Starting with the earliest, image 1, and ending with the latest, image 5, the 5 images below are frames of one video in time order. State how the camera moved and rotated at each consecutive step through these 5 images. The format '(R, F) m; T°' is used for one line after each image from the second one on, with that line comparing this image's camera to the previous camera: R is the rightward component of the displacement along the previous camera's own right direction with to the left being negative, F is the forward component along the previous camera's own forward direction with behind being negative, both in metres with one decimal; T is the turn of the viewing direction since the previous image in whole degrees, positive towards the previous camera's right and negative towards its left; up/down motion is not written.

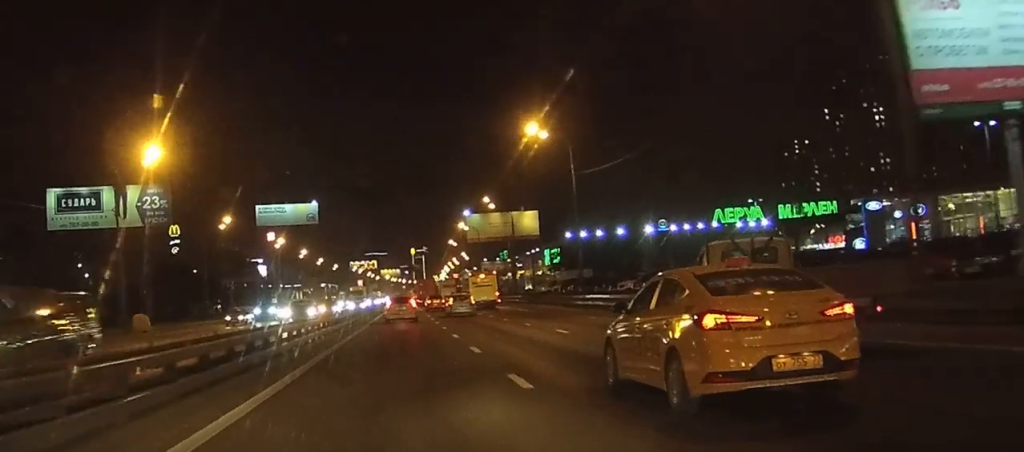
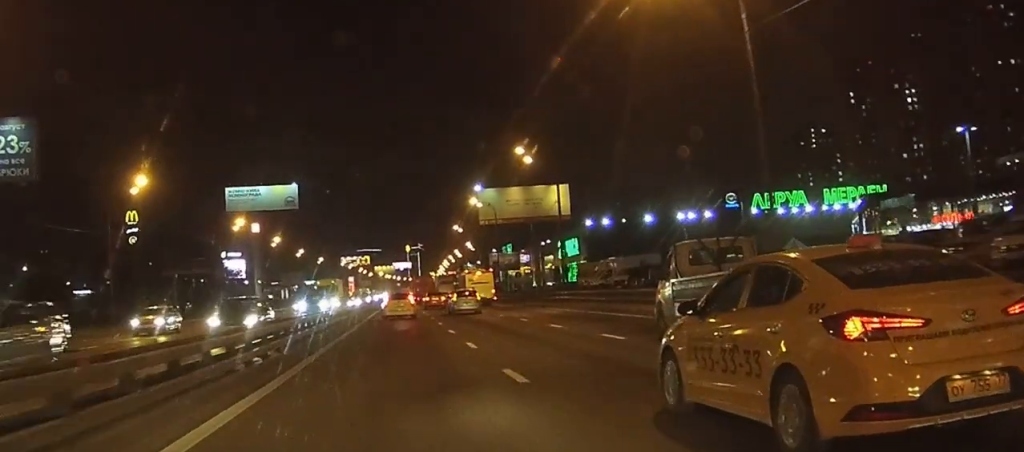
(0.0, +31.6) m; 0°
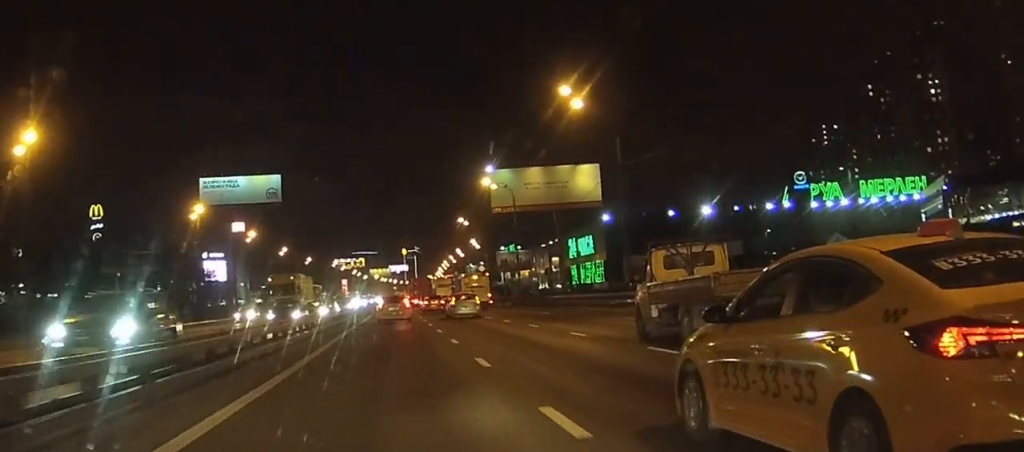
(0.0, +20.5) m; 0°
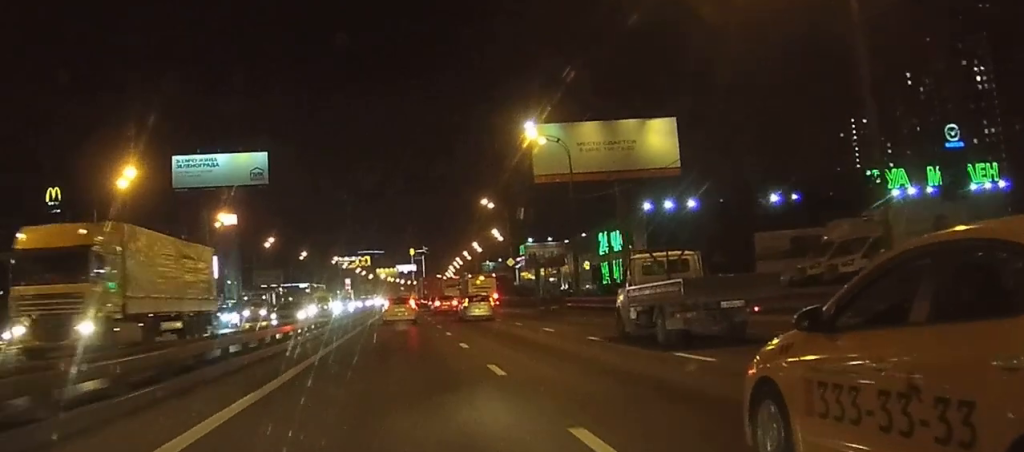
(-0.1, +25.5) m; 0°
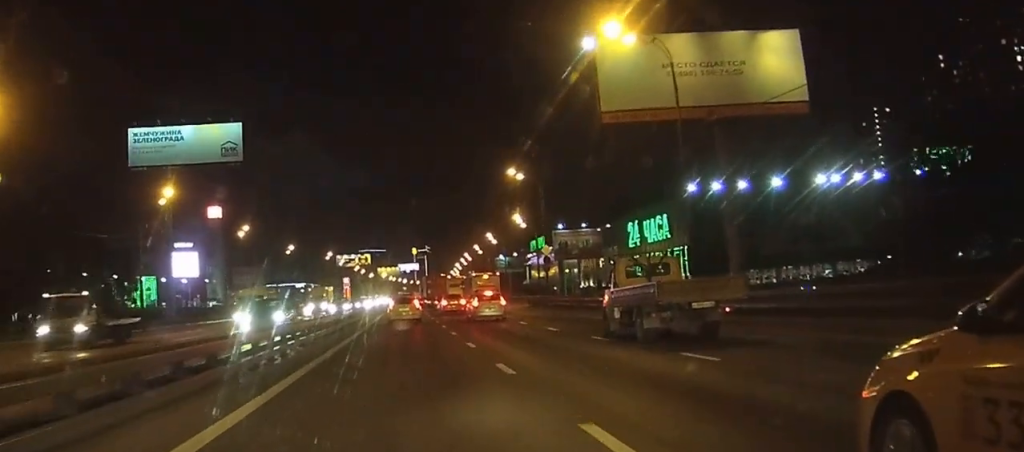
(+0.1, +24.1) m; 0°
